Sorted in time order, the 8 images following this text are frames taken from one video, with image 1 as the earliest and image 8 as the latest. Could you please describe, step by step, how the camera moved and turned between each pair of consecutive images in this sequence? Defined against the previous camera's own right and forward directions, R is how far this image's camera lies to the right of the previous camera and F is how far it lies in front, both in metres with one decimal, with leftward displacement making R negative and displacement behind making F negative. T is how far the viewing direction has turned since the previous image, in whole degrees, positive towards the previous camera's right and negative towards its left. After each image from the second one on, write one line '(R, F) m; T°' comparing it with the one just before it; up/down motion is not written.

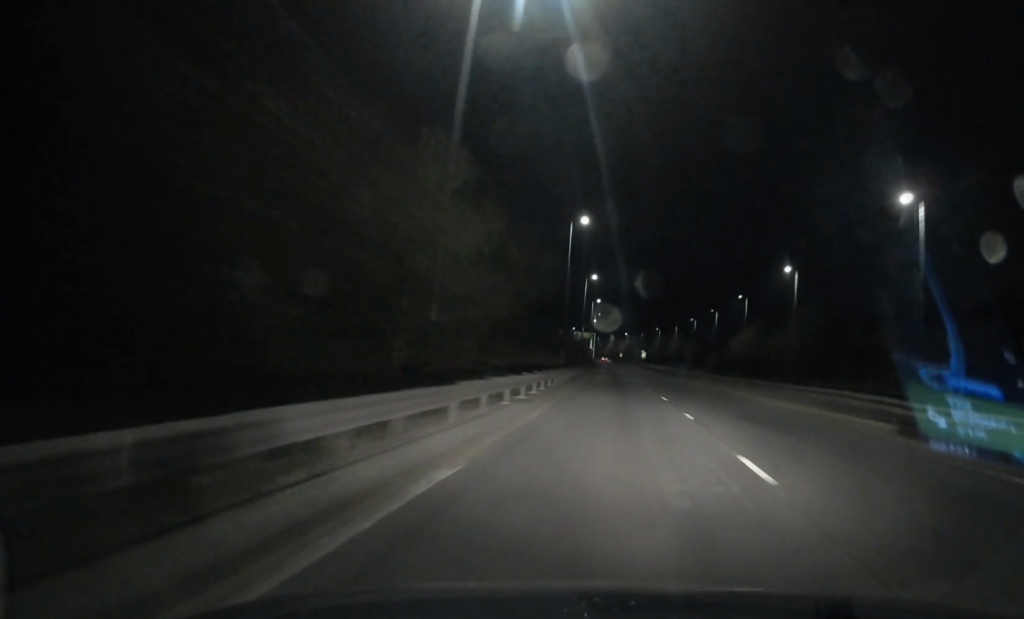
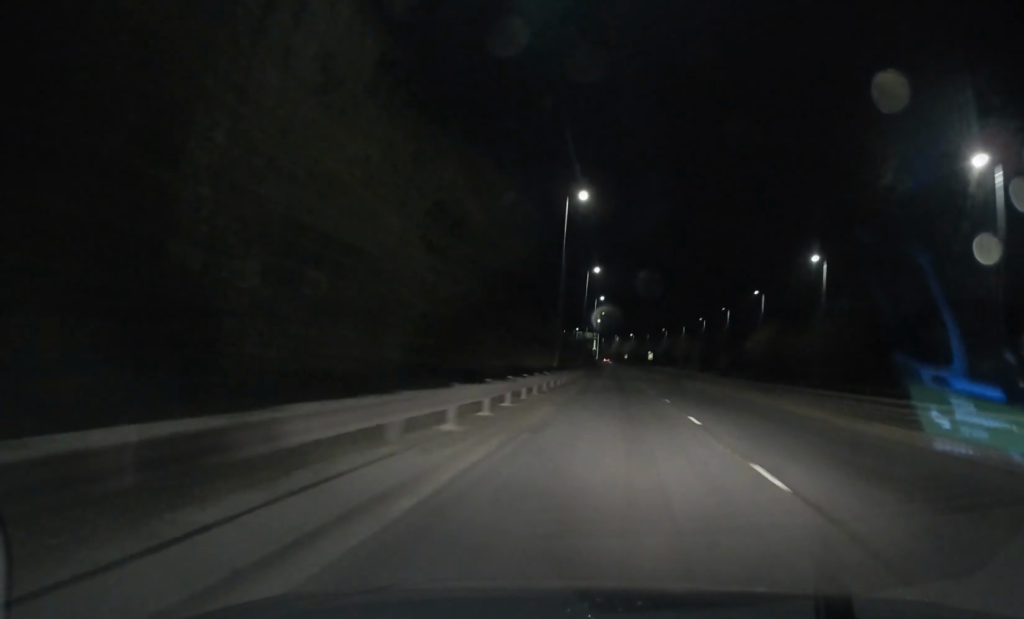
(0.0, +9.7) m; 0°
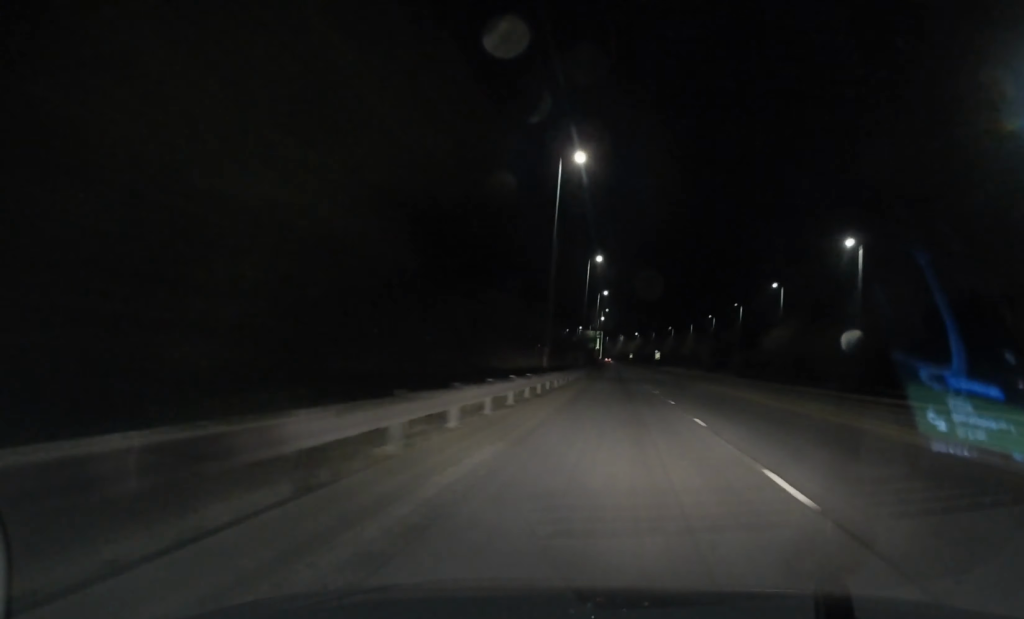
(0.0, +9.9) m; 0°
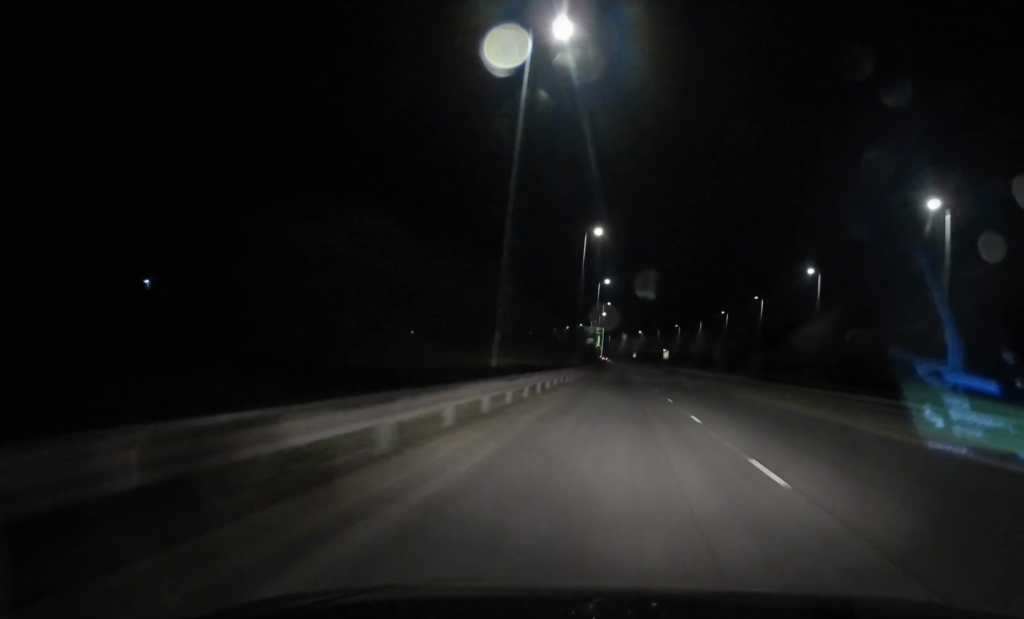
(0.0, +16.5) m; 0°
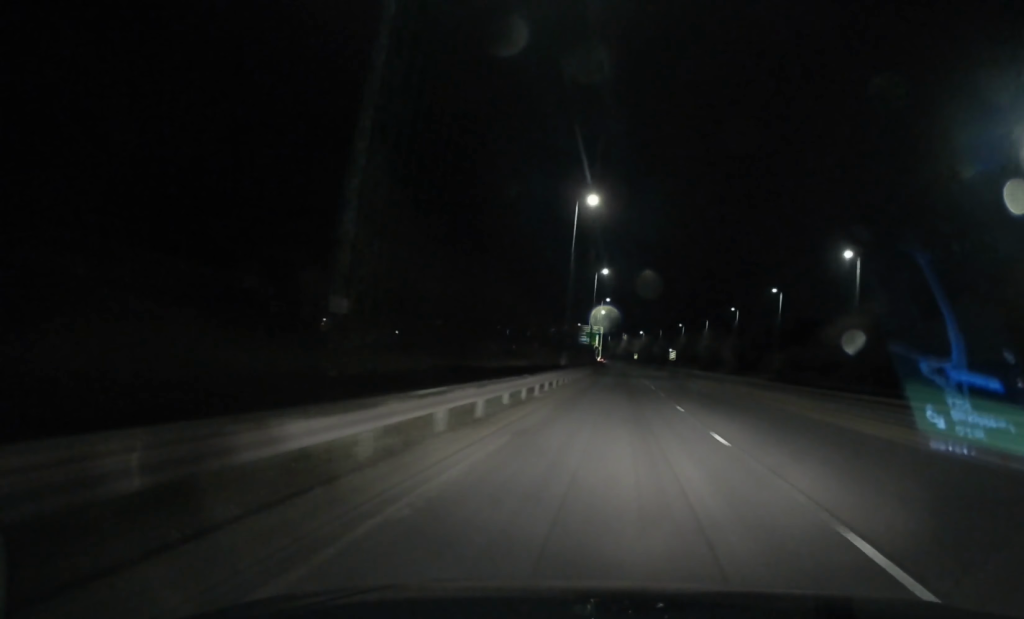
(0.0, +13.0) m; 0°
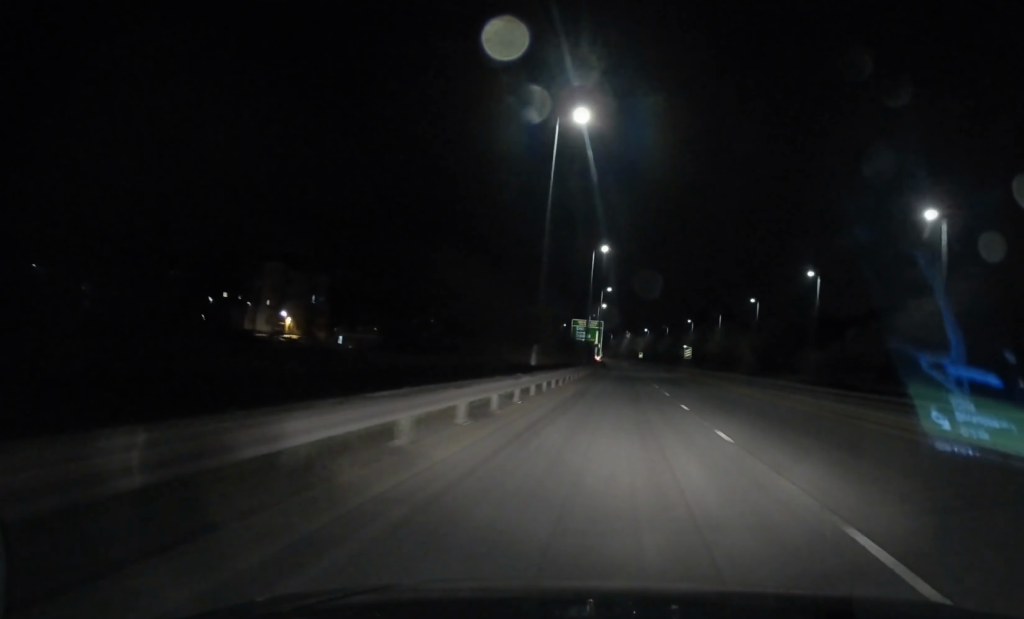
(0.0, +18.1) m; -1°
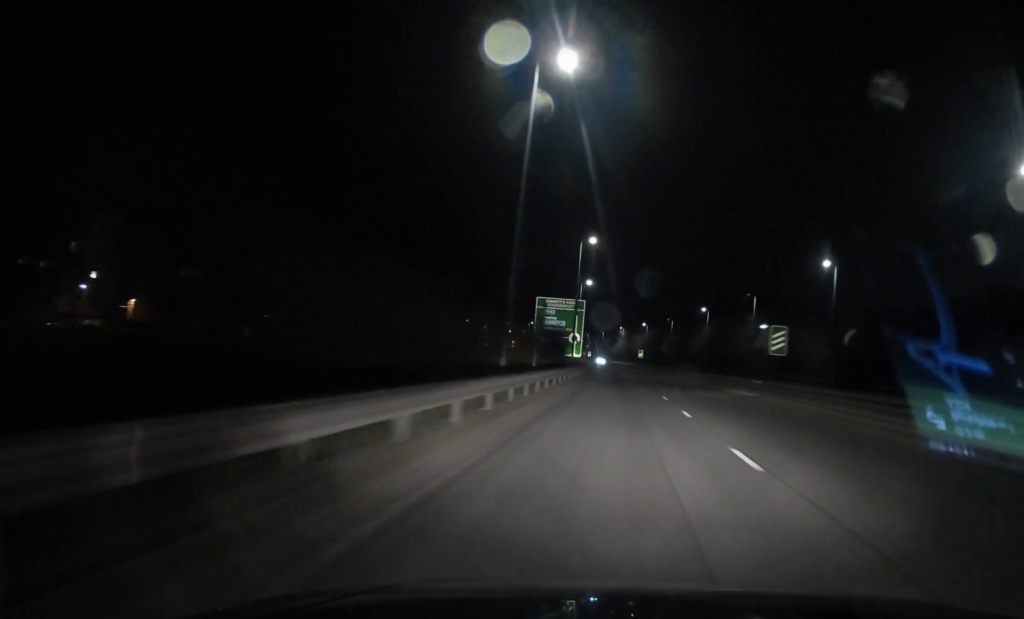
(-0.3, +48.4) m; +1°
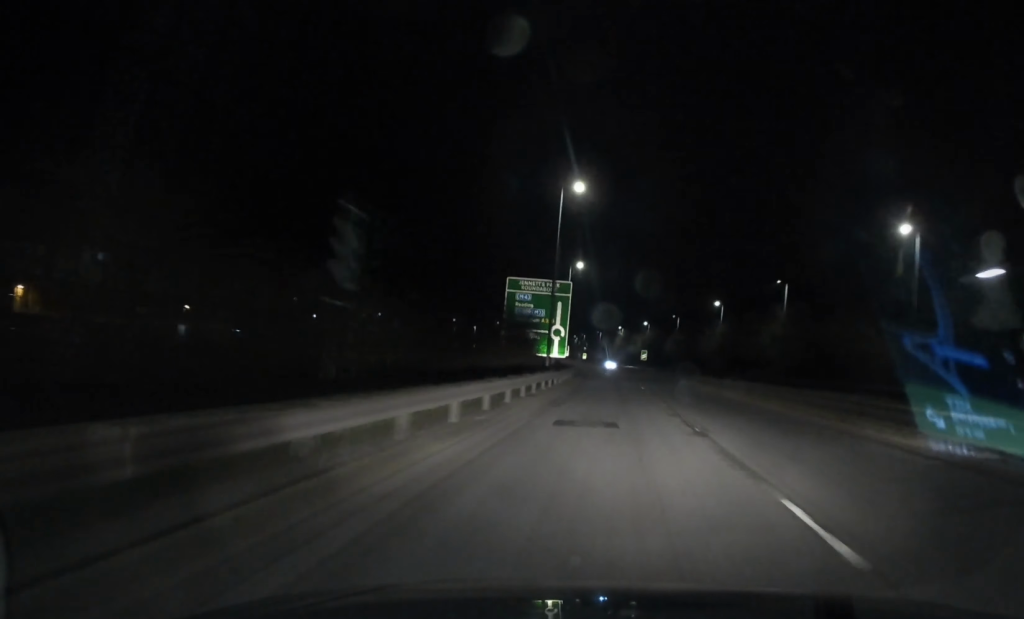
(+0.4, +22.2) m; 0°
